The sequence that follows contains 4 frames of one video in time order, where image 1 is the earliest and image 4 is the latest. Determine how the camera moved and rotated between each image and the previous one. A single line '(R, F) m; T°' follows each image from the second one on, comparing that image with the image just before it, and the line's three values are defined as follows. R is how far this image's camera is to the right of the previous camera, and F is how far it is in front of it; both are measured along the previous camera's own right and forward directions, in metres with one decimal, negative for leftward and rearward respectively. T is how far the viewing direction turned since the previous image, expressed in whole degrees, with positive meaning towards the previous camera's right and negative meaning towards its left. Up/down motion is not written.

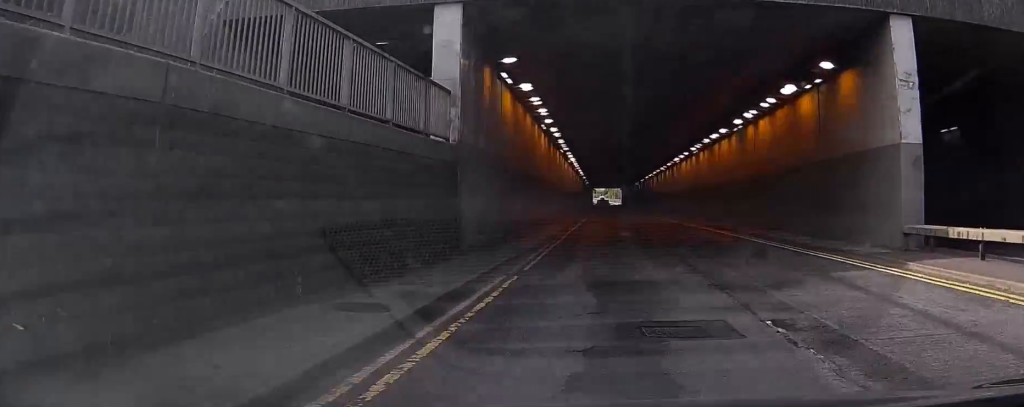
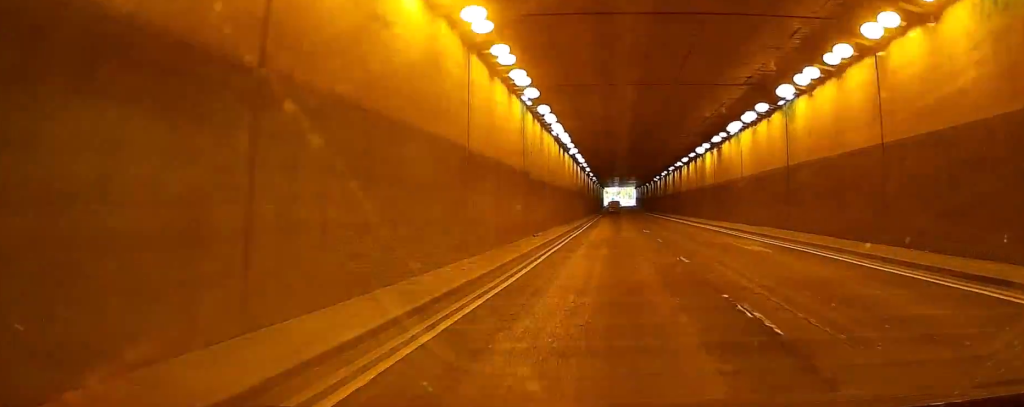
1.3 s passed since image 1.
(-0.3, +24.9) m; -1°
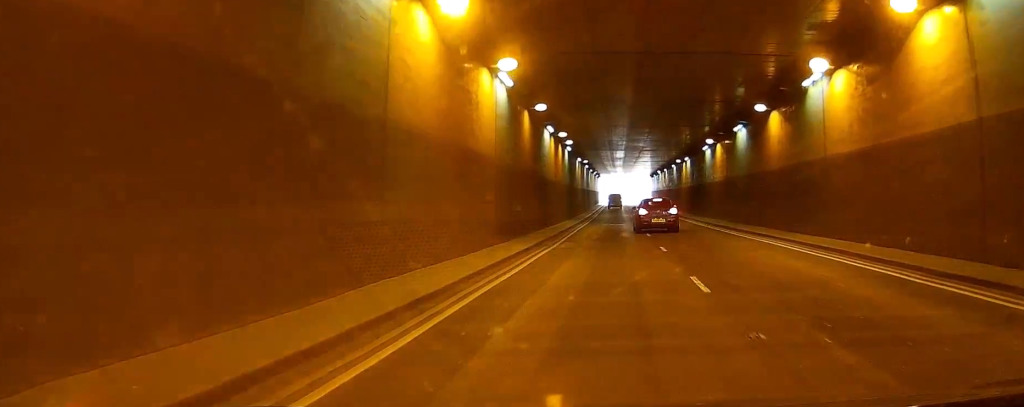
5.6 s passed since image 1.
(-0.2, +82.6) m; 0°
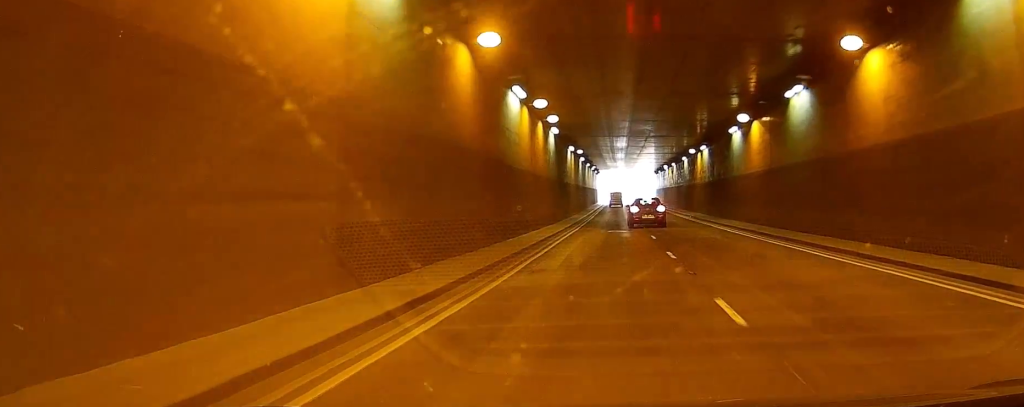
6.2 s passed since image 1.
(0.0, +11.5) m; 0°
